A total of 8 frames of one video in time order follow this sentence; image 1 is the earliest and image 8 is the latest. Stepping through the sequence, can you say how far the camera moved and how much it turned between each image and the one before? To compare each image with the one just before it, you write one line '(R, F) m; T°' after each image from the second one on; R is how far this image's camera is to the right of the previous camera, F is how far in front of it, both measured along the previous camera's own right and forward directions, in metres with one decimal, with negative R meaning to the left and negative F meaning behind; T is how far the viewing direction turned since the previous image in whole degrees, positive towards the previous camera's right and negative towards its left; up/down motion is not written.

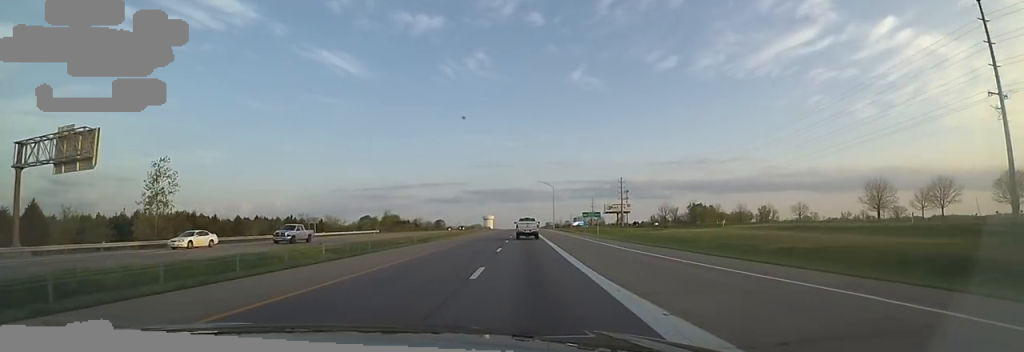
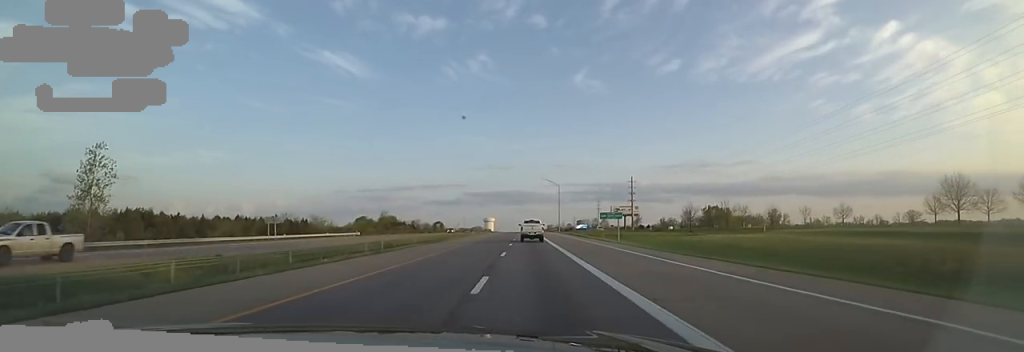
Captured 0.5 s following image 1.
(+0.4, +15.5) m; 0°
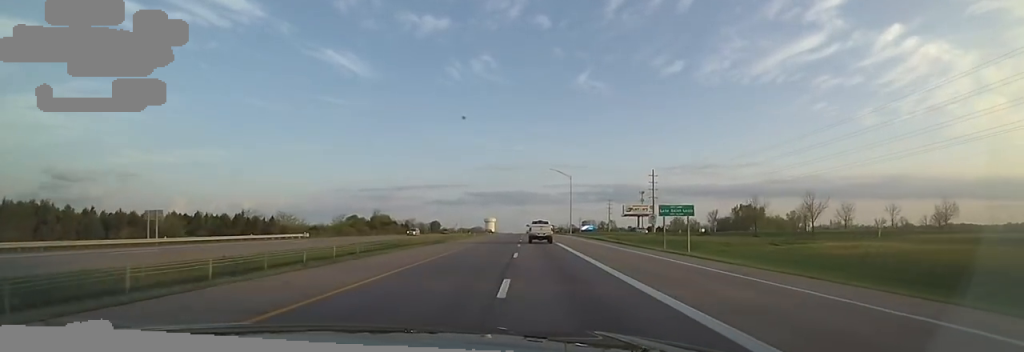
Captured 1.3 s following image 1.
(0.0, +25.1) m; -1°
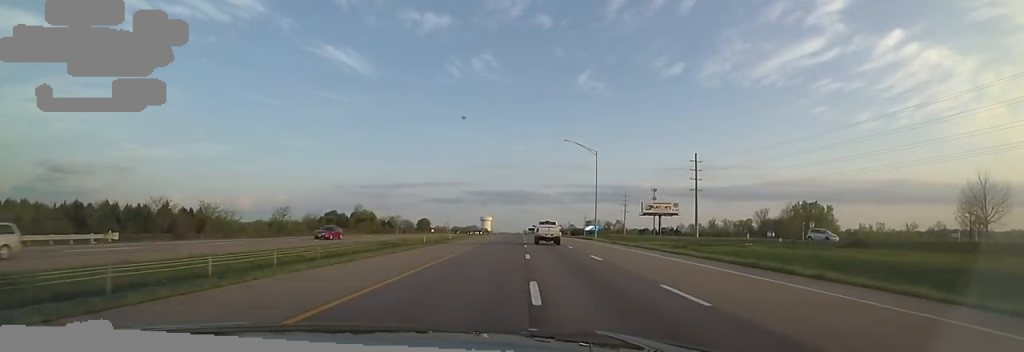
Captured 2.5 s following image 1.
(-0.7, +37.9) m; -1°
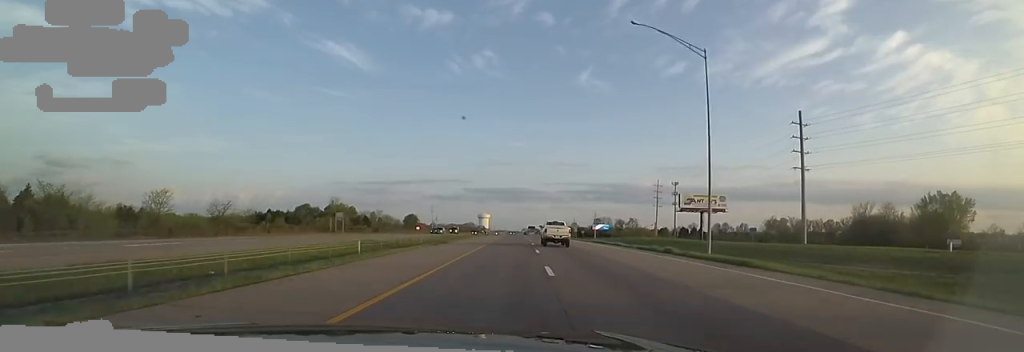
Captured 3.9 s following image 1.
(0.0, +43.5) m; +2°
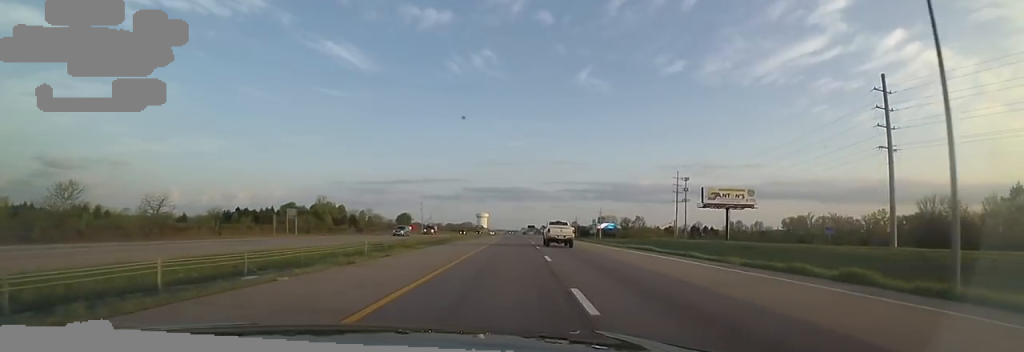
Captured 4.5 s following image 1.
(+0.5, +18.1) m; 0°
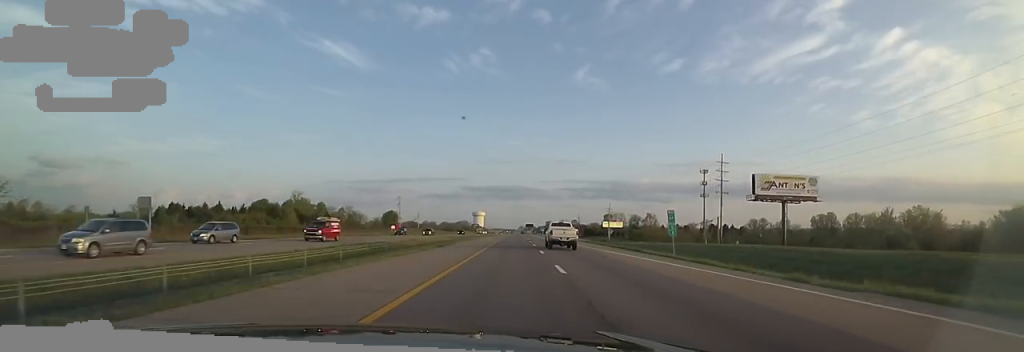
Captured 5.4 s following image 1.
(-0.1, +28.2) m; 0°
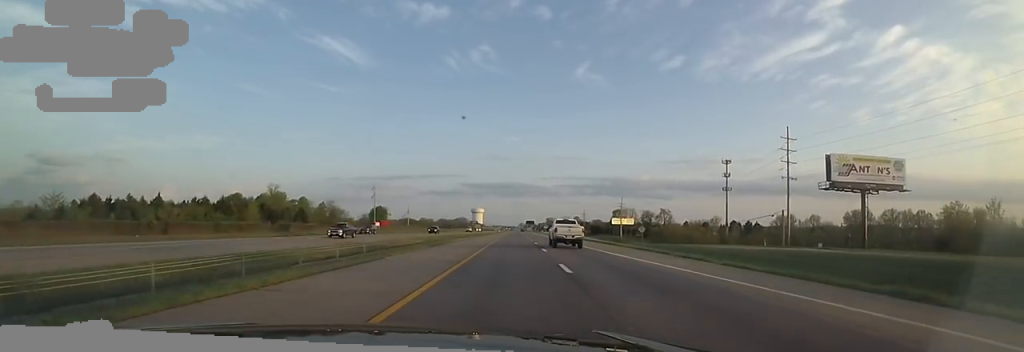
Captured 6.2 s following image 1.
(-0.1, +24.5) m; 0°
